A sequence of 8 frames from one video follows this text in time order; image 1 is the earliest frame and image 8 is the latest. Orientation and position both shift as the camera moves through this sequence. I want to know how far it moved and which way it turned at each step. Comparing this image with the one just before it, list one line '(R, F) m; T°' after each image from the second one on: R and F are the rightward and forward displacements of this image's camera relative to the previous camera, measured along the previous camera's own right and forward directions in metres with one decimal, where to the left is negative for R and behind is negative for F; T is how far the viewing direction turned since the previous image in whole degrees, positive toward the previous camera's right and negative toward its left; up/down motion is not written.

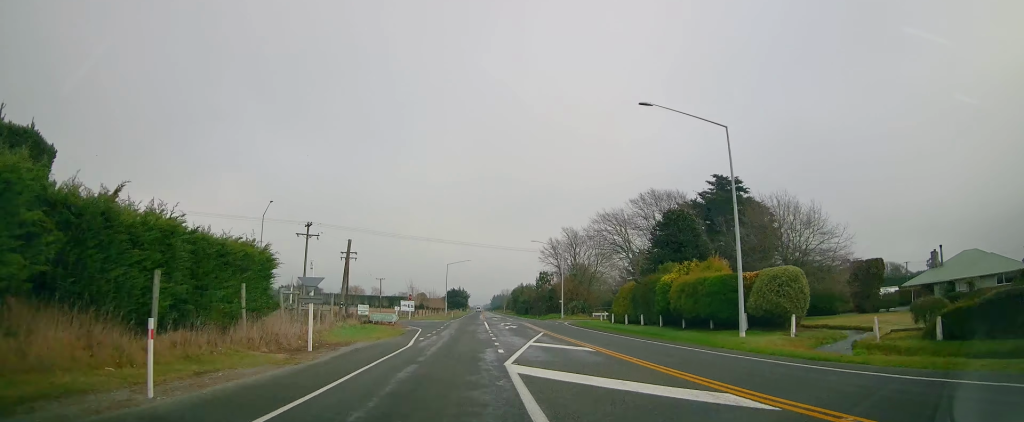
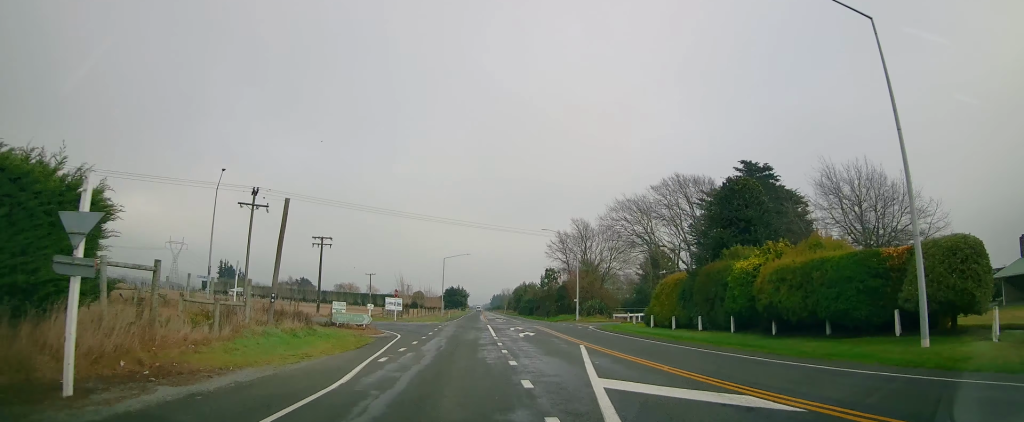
(-0.2, +12.5) m; 0°
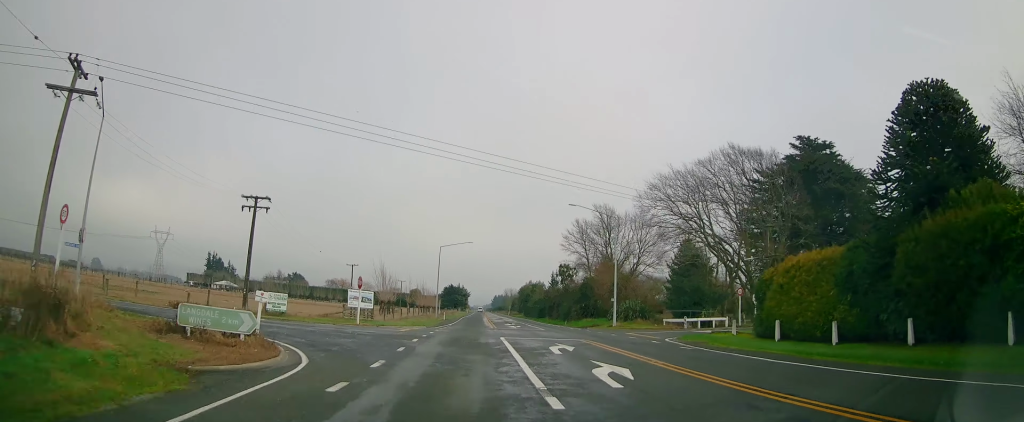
(+0.2, +18.9) m; 0°
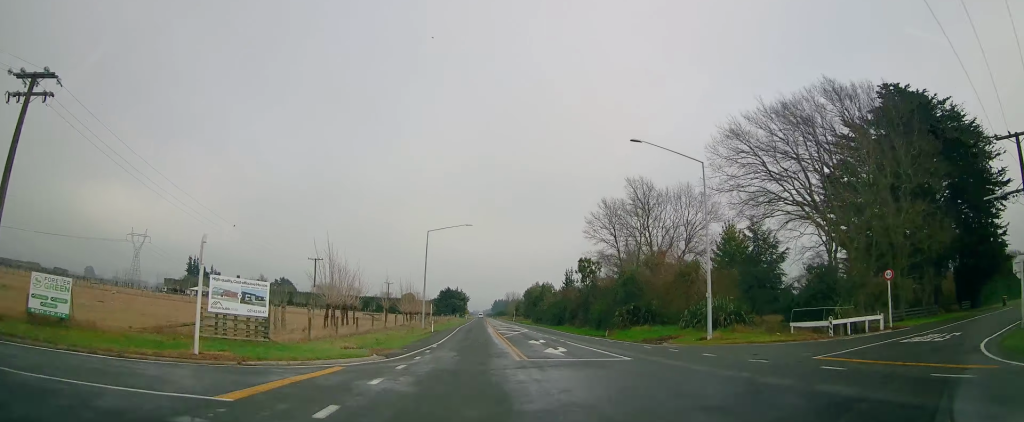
(+0.1, +22.4) m; 0°
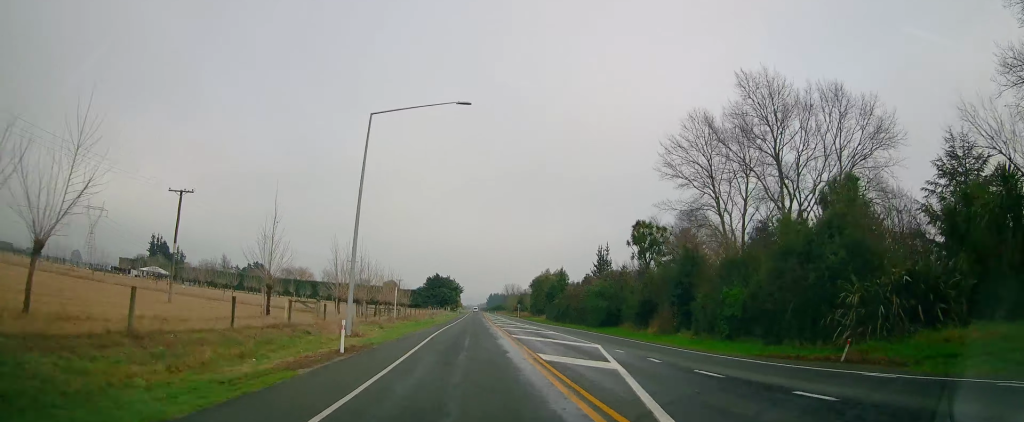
(-0.4, +34.6) m; 0°
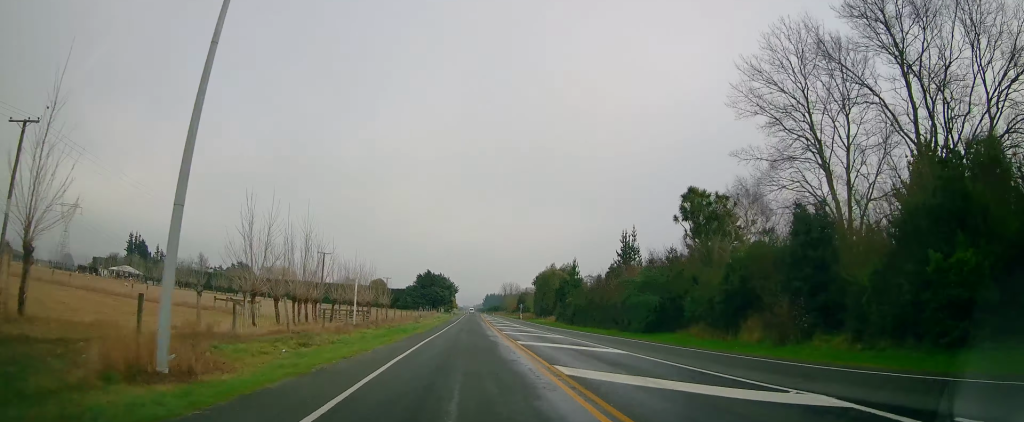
(+0.1, +15.8) m; +1°
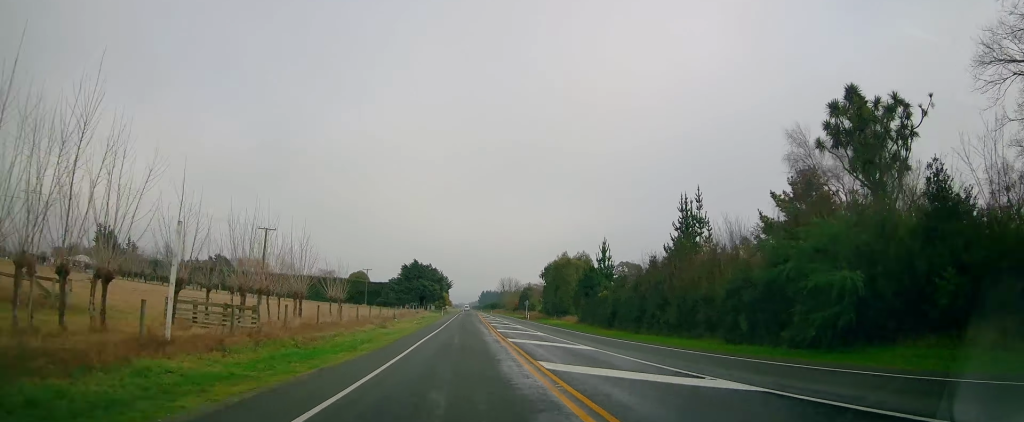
(+0.3, +21.0) m; +1°
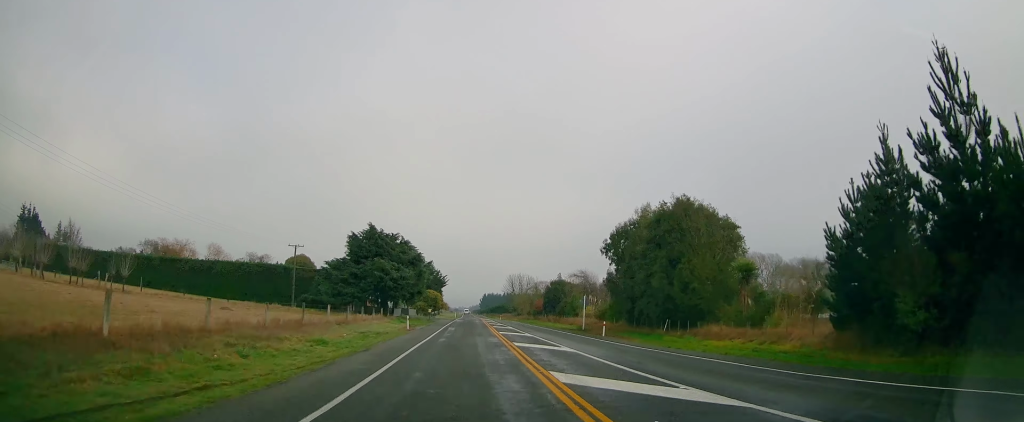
(0.0, +48.1) m; 0°
